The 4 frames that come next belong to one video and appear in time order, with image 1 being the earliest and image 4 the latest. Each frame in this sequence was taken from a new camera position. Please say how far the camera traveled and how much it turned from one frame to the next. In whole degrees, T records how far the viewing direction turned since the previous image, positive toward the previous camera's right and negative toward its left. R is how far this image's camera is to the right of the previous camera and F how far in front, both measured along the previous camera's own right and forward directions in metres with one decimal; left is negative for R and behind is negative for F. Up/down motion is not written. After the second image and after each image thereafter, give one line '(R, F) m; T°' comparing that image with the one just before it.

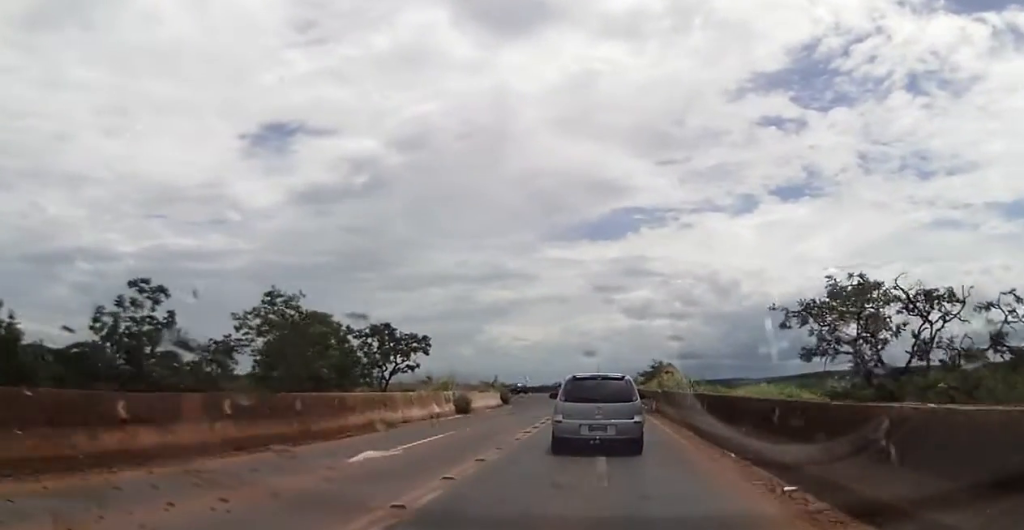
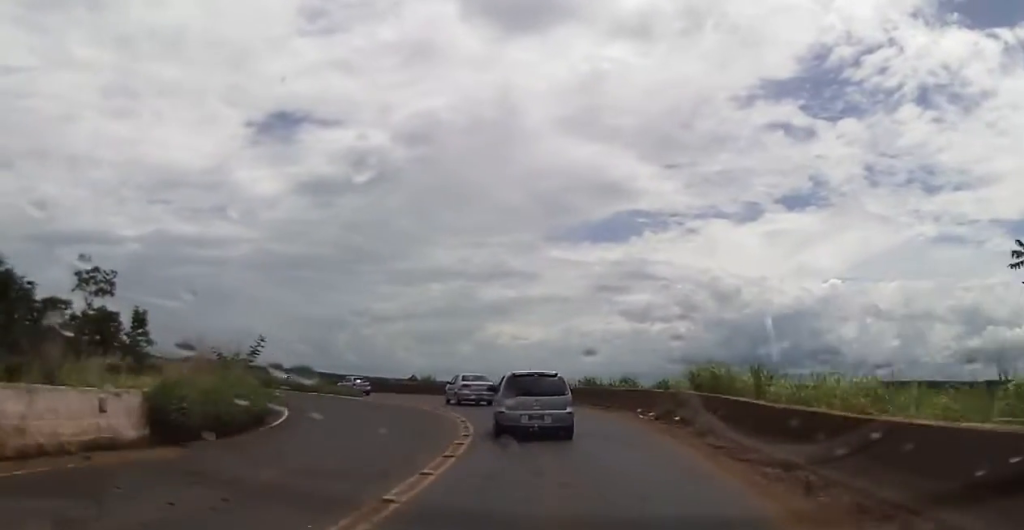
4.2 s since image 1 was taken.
(+0.3, +44.0) m; -1°
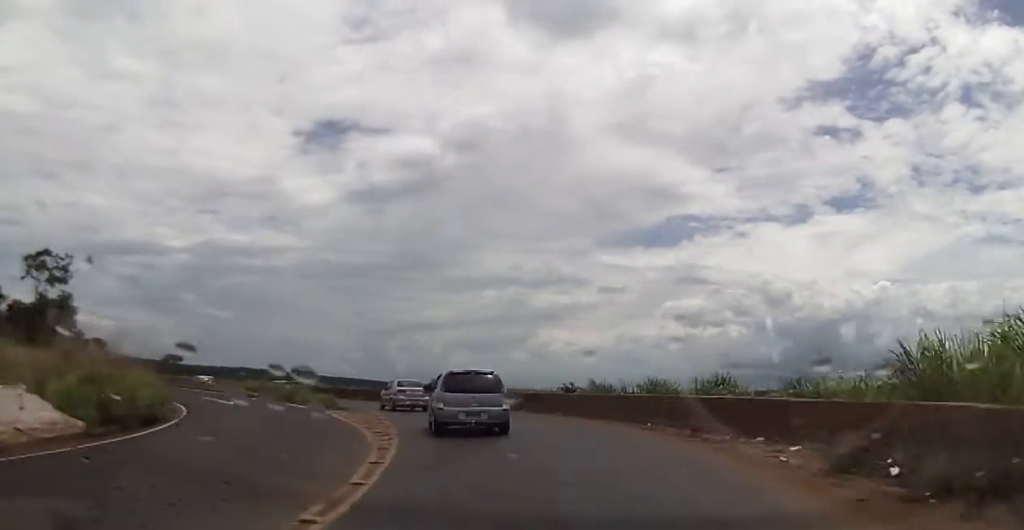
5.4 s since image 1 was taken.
(+0.6, +12.2) m; 0°
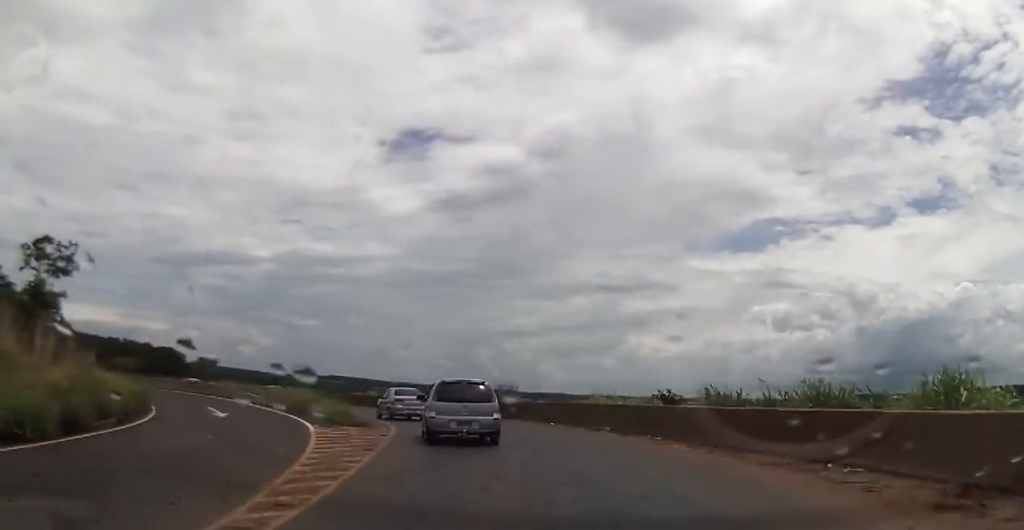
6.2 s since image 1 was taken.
(-0.5, +8.6) m; -5°
